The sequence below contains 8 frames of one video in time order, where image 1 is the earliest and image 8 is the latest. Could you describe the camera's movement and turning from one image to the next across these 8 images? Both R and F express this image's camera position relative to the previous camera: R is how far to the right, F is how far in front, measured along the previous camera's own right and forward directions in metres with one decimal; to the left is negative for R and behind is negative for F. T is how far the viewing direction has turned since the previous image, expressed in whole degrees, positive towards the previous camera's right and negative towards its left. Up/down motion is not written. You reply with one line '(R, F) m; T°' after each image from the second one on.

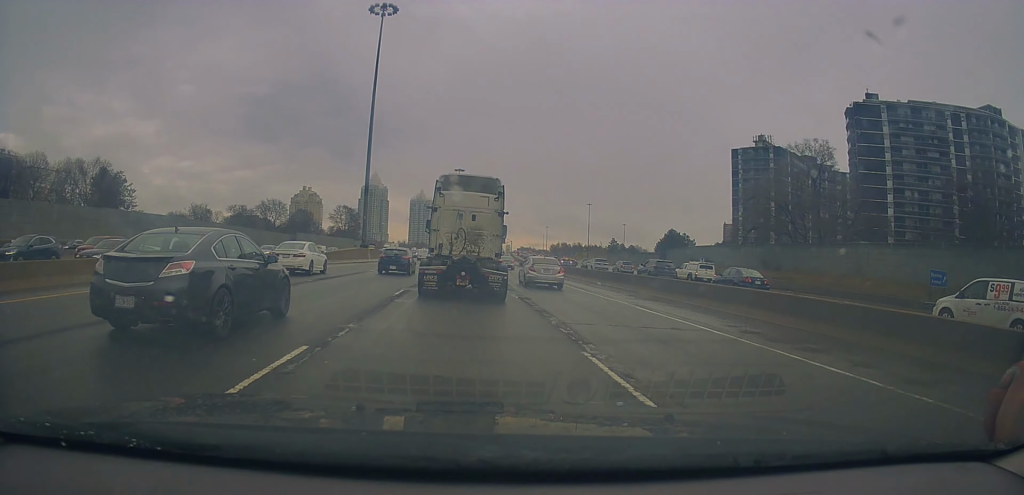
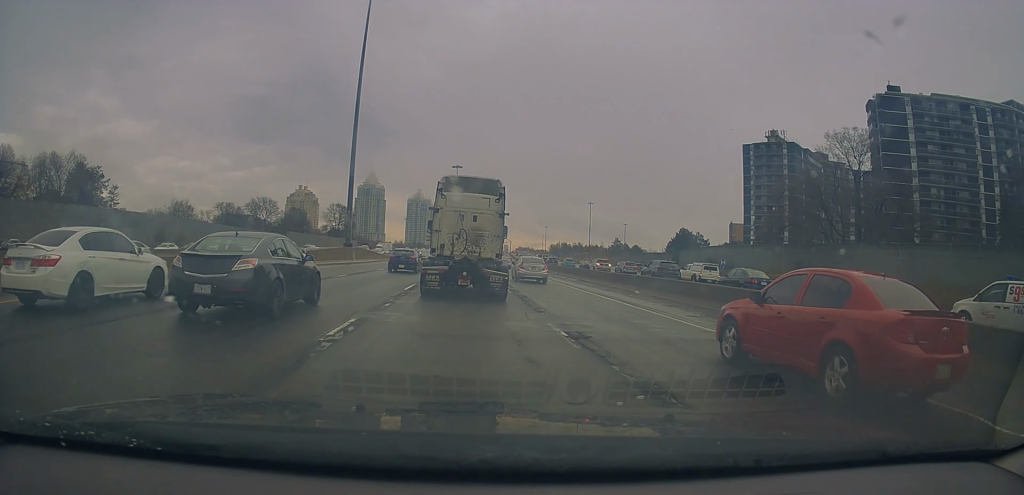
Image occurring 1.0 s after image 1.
(+0.4, +8.4) m; +3°
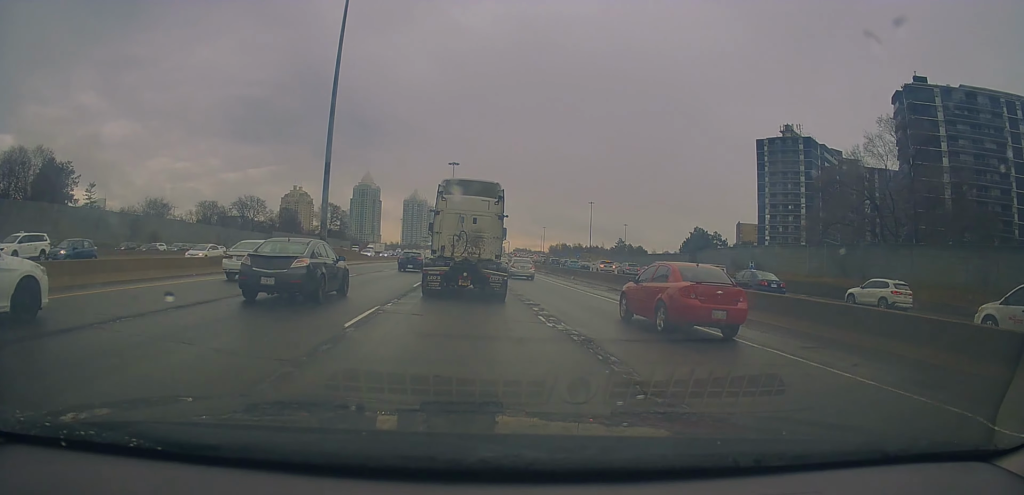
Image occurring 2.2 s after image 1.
(-0.1, +9.6) m; 0°
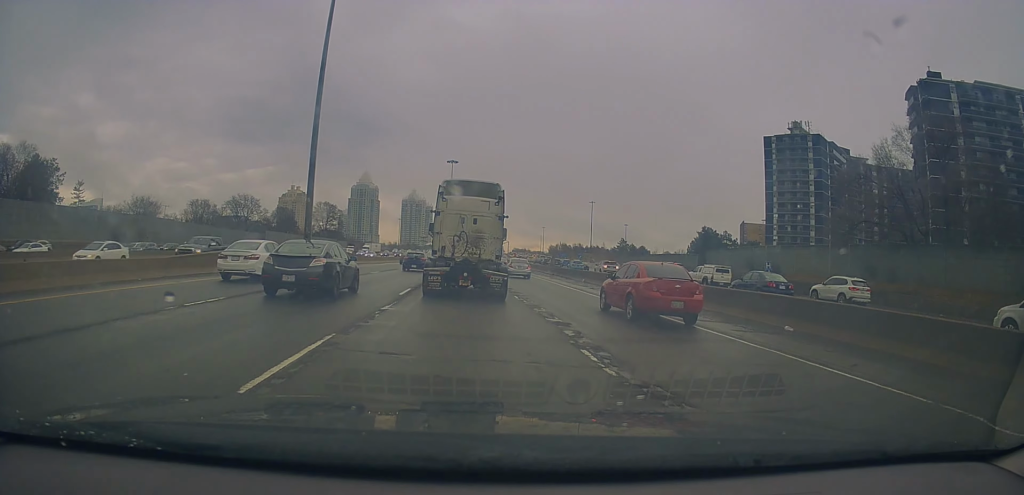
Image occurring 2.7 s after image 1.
(0.0, +4.5) m; -1°
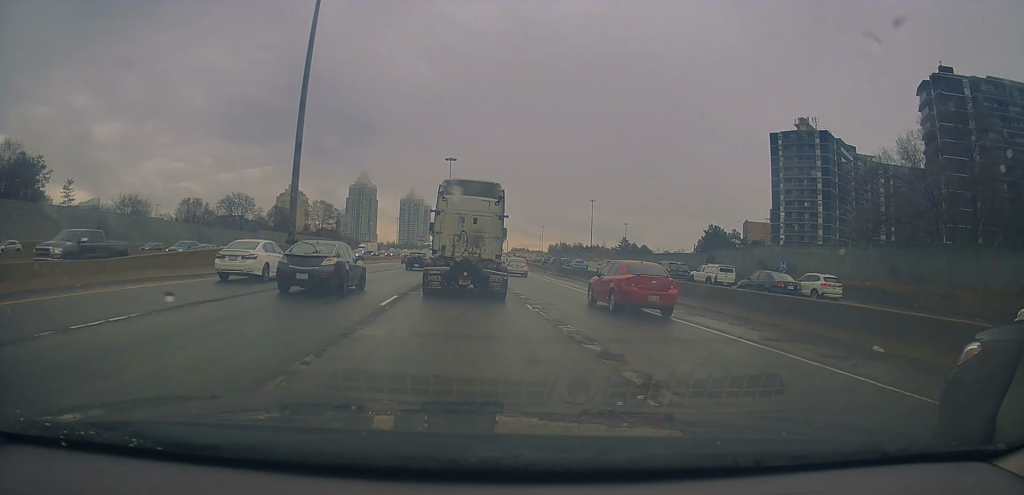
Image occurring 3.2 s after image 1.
(+0.3, +3.8) m; -1°
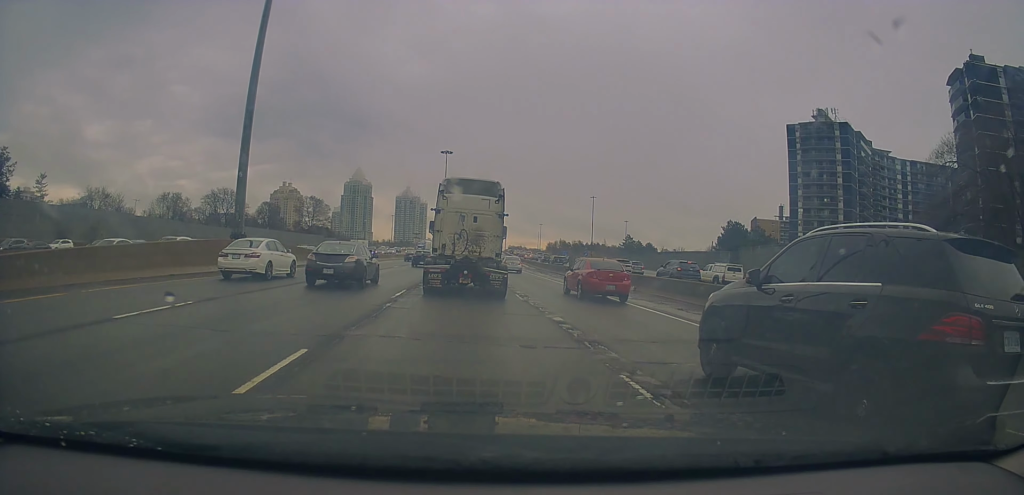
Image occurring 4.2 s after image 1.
(-0.6, +9.1) m; 0°
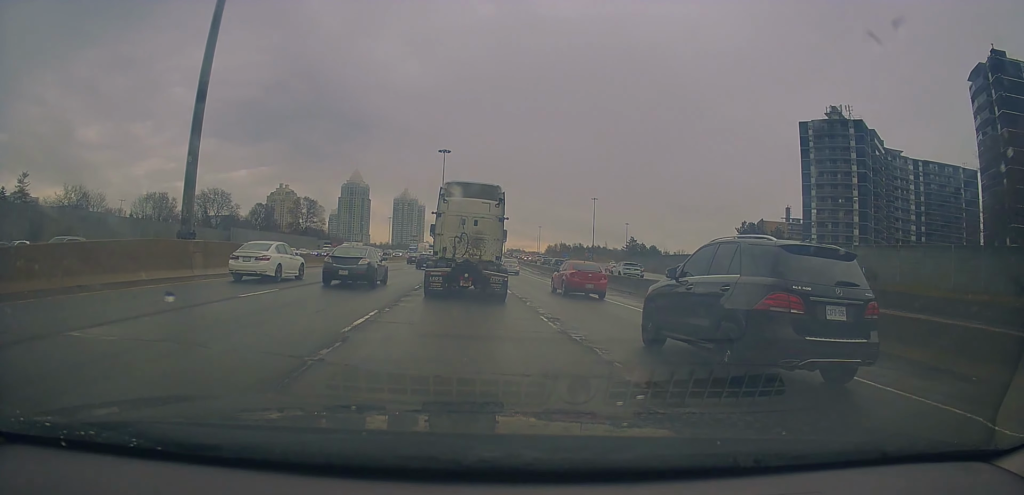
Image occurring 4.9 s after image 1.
(+0.2, +6.2) m; +2°
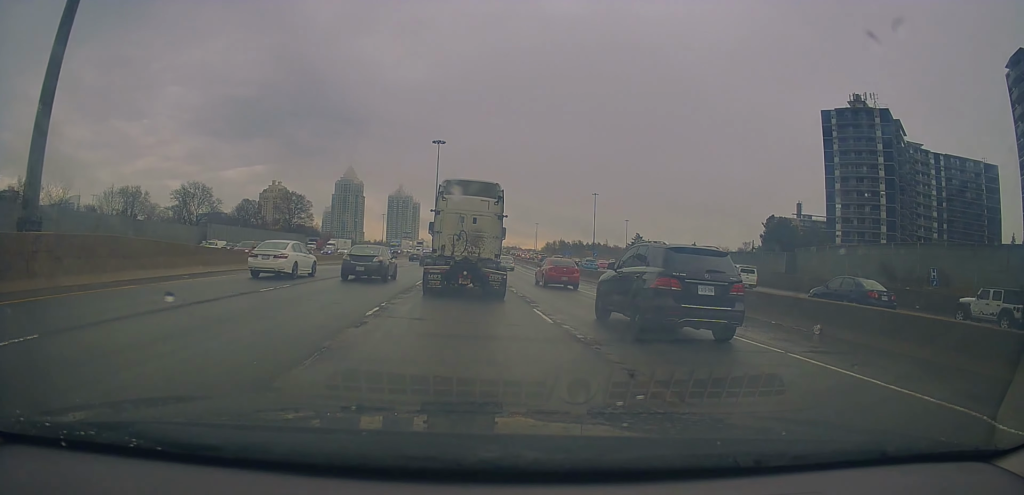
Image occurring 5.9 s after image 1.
(+0.6, +10.4) m; +2°
